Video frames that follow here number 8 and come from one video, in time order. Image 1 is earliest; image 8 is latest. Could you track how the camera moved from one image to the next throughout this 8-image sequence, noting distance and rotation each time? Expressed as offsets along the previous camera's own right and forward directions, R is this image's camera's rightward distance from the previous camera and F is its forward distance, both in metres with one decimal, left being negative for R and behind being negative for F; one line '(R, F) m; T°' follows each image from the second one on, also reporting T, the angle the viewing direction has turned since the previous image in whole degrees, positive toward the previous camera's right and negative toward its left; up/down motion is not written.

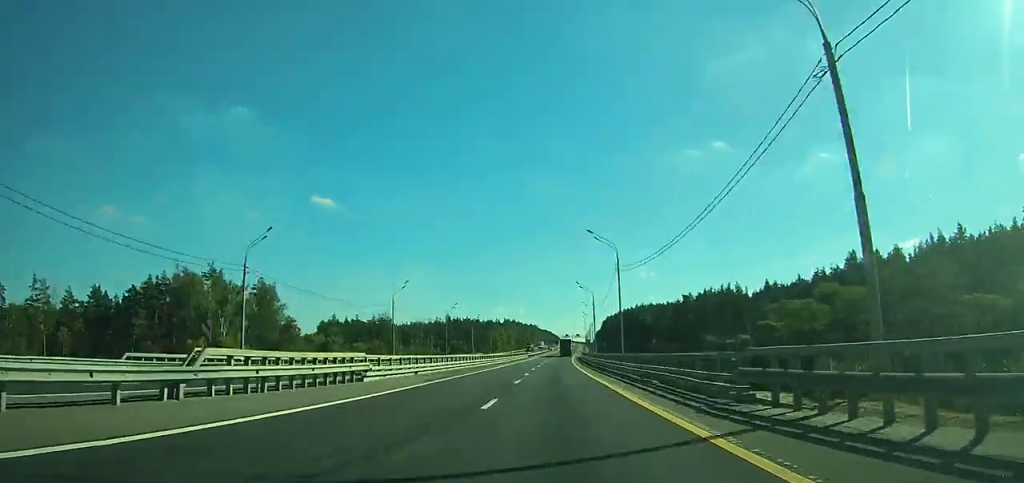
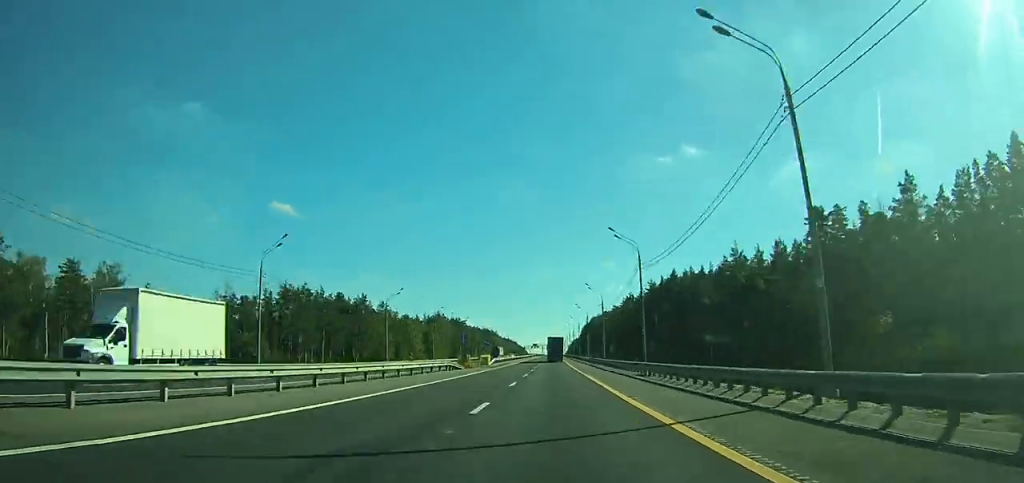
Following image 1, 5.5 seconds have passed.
(+4.4, +164.7) m; +3°
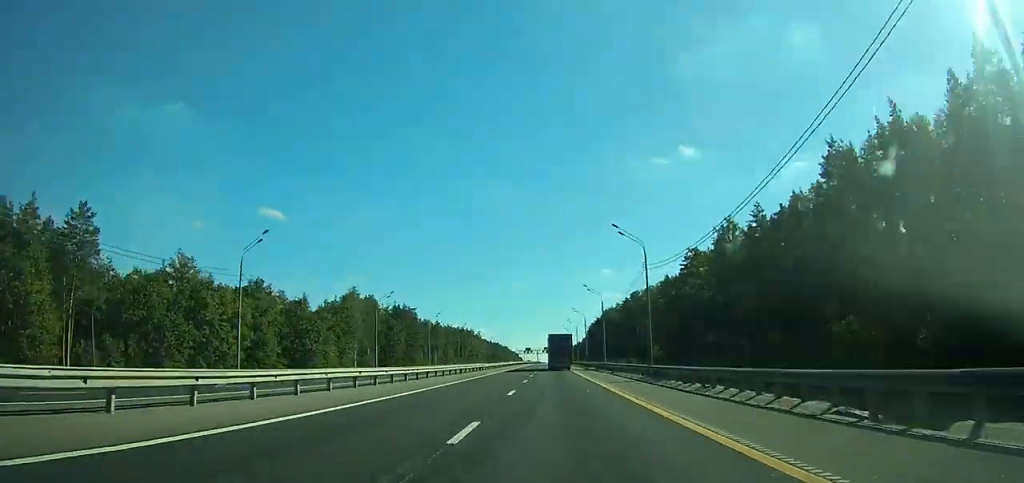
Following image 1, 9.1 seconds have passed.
(+0.5, +114.0) m; 0°
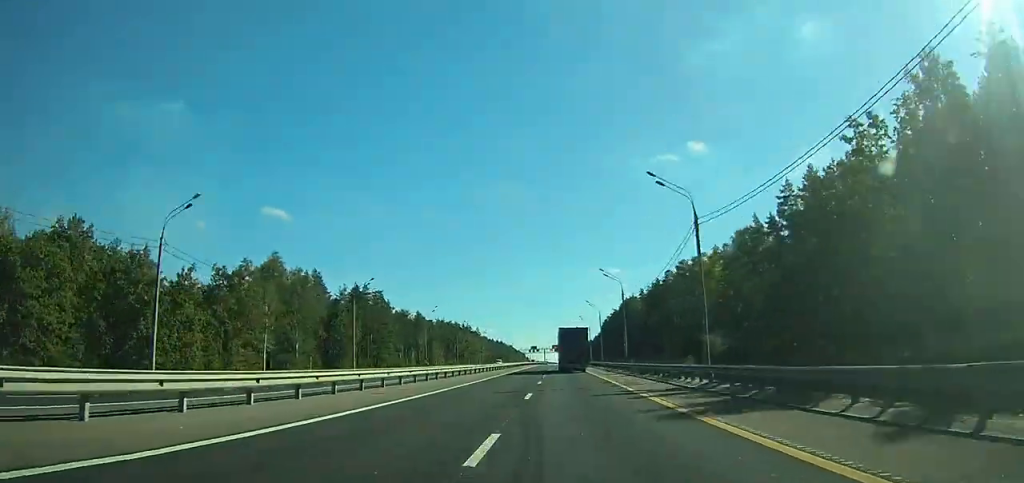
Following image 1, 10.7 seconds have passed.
(-0.1, +50.6) m; 0°
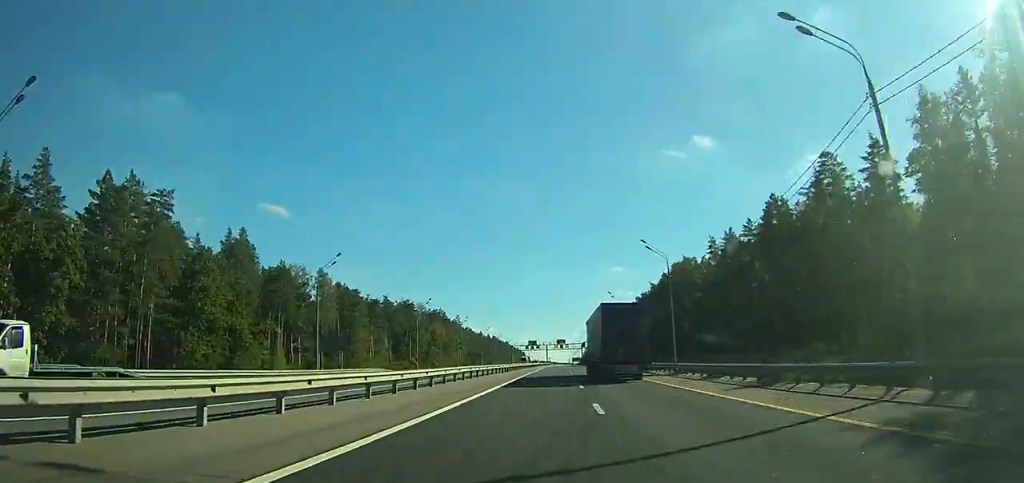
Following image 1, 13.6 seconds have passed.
(-0.3, +89.2) m; 0°
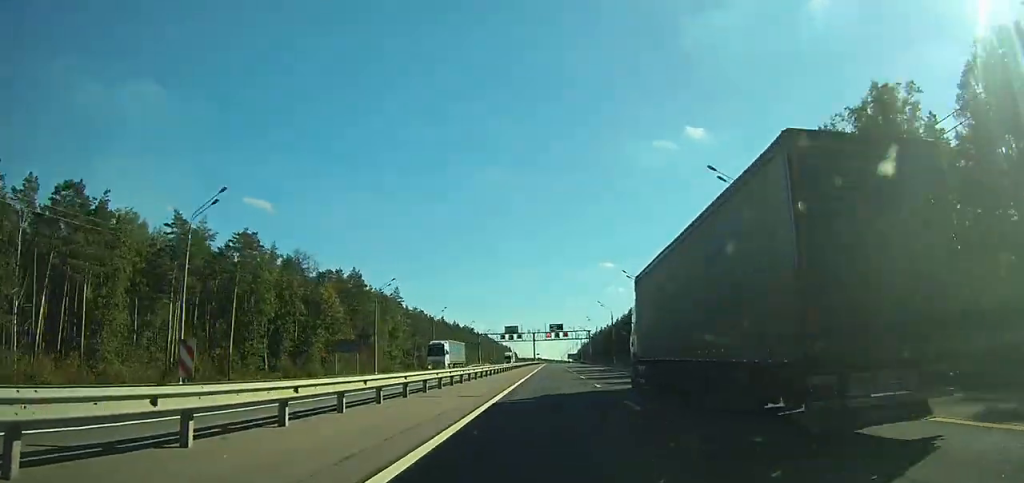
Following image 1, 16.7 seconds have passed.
(+0.4, +91.9) m; 0°
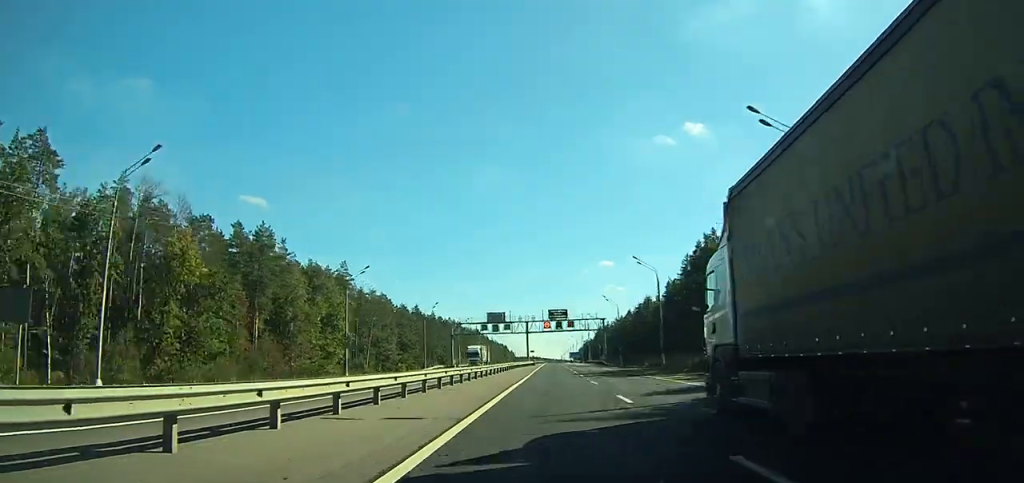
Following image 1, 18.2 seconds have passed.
(+0.1, +43.5) m; 0°
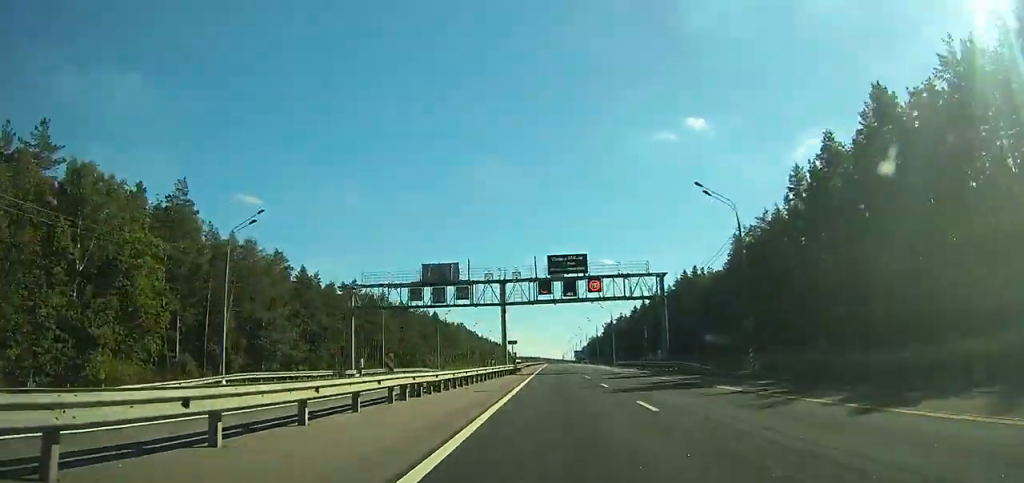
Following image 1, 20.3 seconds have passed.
(+0.1, +61.0) m; 0°
